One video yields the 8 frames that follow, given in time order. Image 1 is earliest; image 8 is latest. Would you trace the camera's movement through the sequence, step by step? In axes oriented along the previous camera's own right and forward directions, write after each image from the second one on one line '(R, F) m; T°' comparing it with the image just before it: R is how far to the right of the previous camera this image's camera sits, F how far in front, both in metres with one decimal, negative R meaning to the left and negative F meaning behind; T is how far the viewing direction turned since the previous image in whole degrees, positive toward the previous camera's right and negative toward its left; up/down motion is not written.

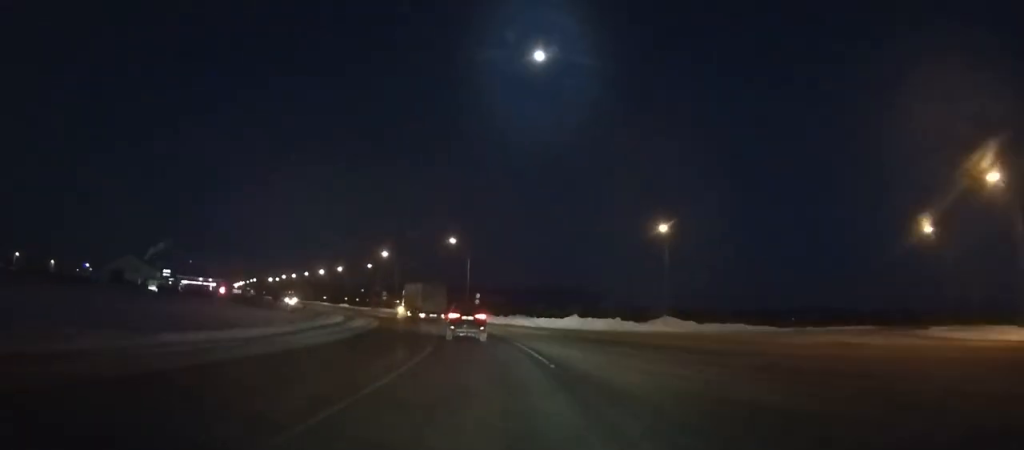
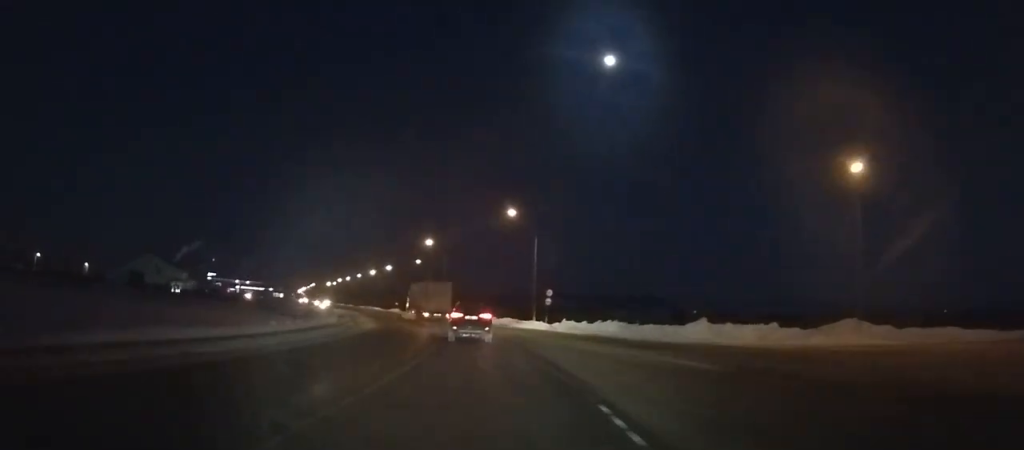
(-1.7, +24.5) m; -6°
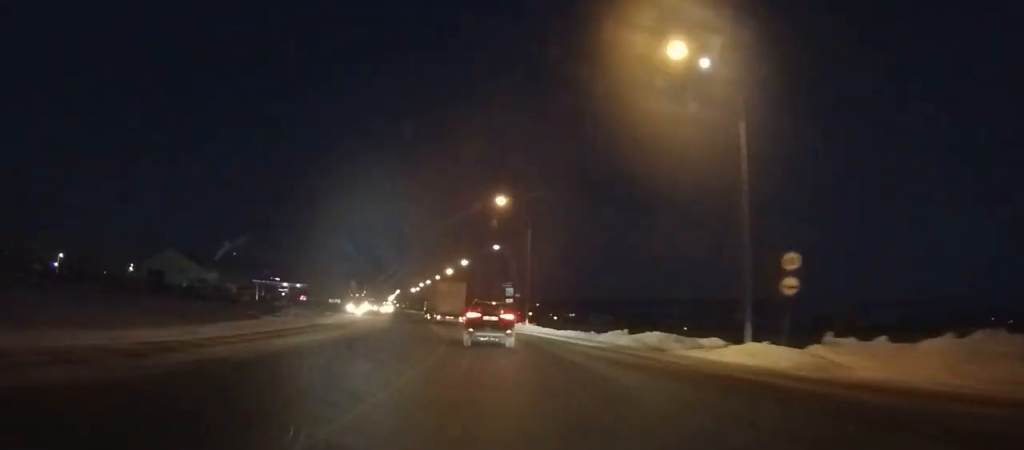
(-2.0, +33.4) m; -8°
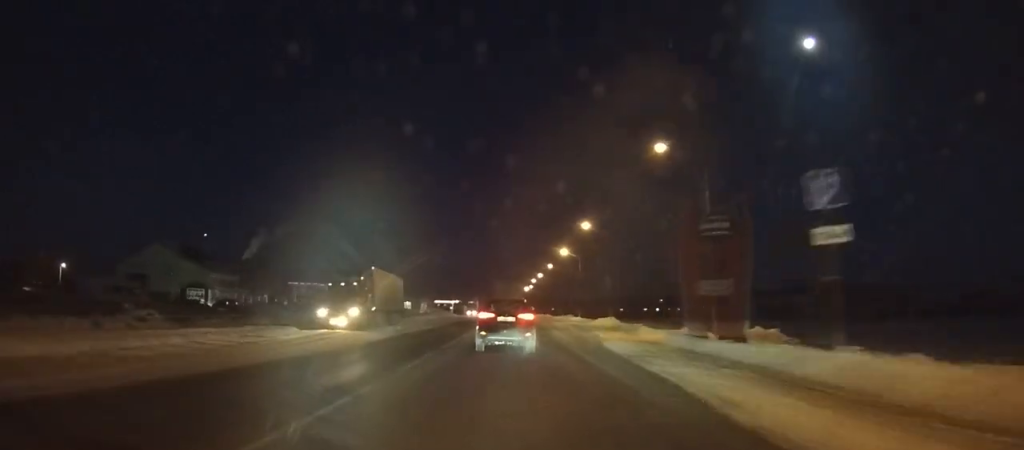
(-4.7, +45.5) m; -9°
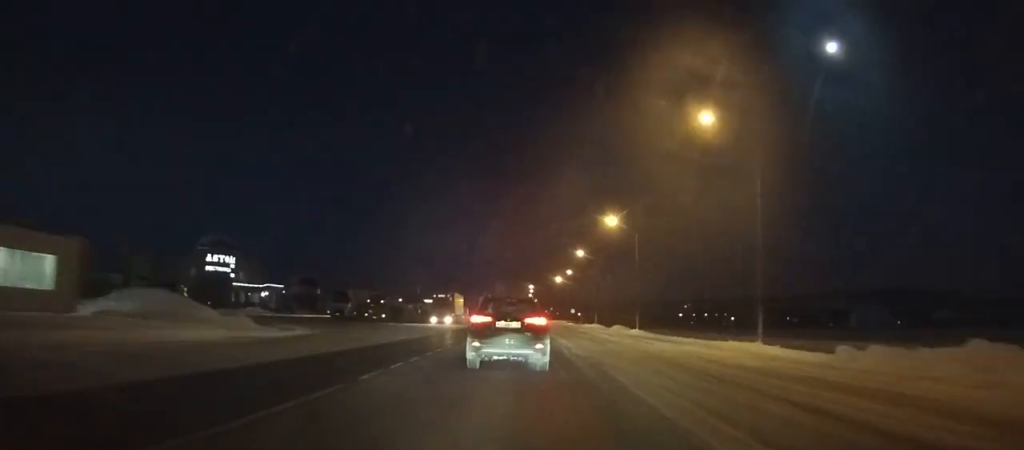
(-7.8, +94.5) m; -6°
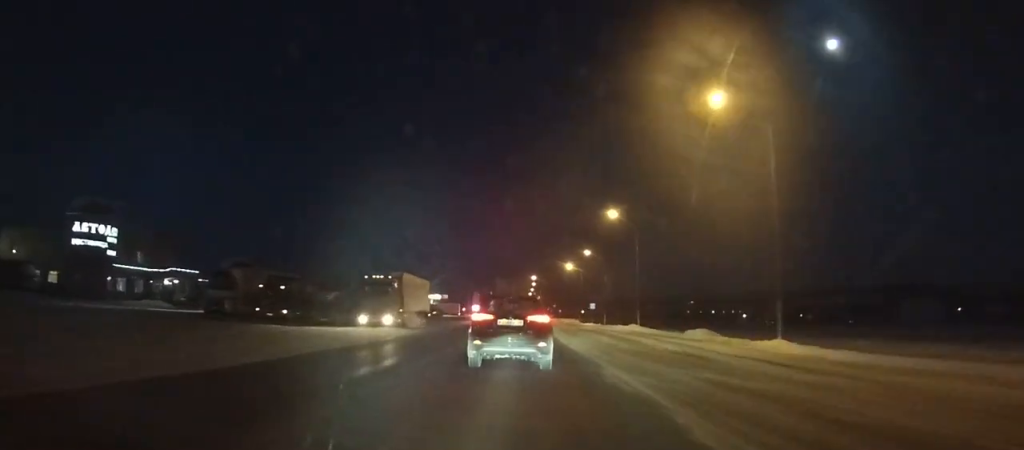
(-0.2, +32.0) m; 0°
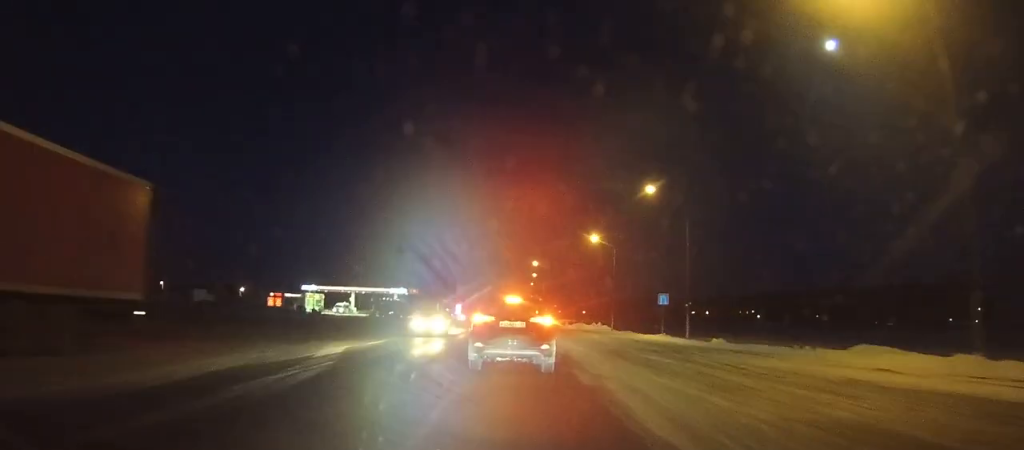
(0.0, +40.3) m; +1°
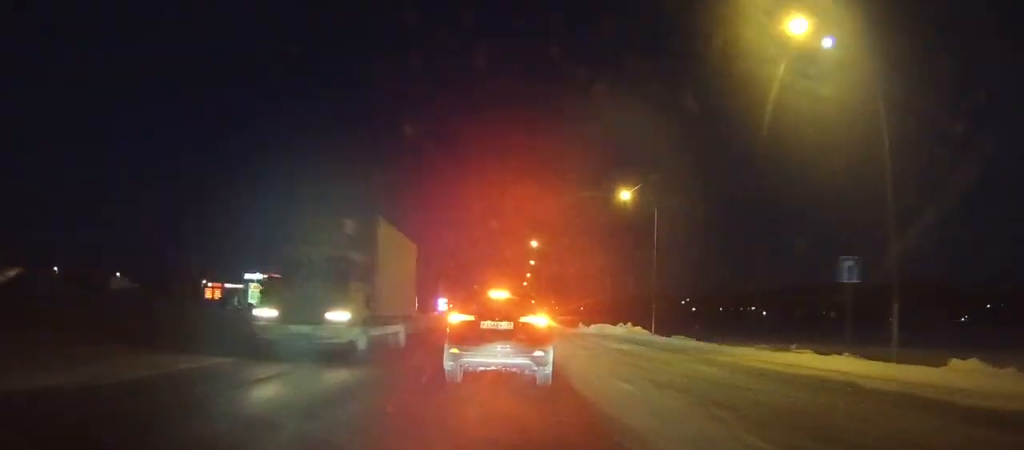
(0.0, +21.4) m; +1°
